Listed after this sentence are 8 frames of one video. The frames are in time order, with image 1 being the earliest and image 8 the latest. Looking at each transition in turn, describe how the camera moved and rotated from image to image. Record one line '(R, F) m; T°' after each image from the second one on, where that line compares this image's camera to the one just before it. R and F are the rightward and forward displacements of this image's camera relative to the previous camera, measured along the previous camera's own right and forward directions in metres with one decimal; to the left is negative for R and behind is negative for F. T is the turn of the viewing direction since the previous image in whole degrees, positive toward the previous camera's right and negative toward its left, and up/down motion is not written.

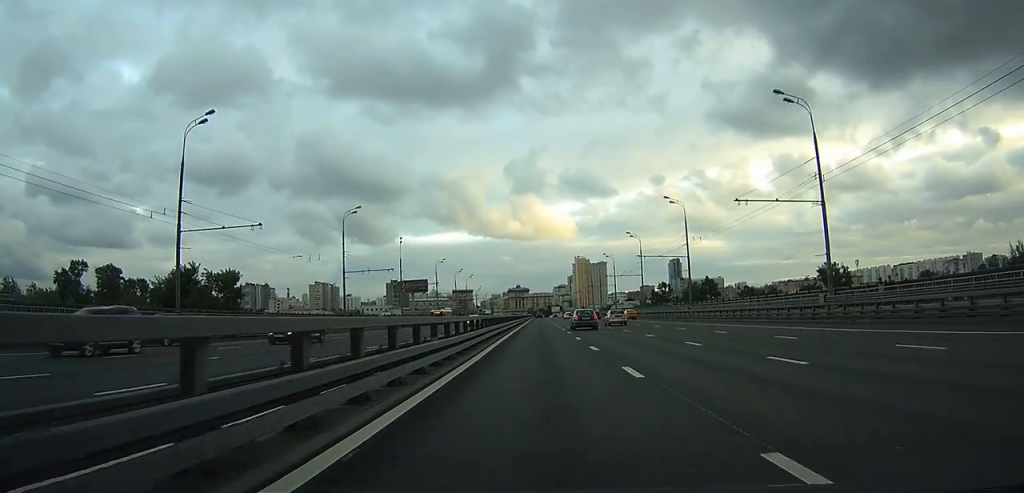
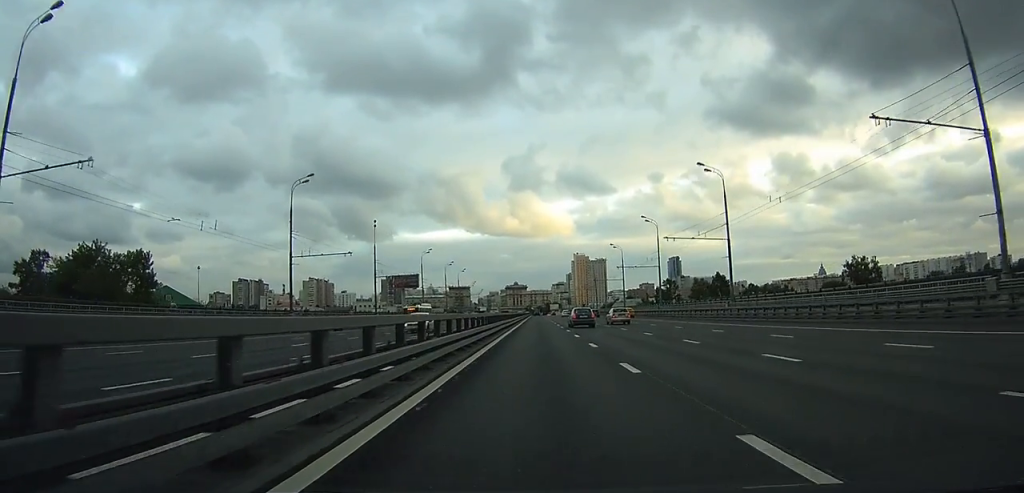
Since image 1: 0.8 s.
(0.0, +15.5) m; 0°
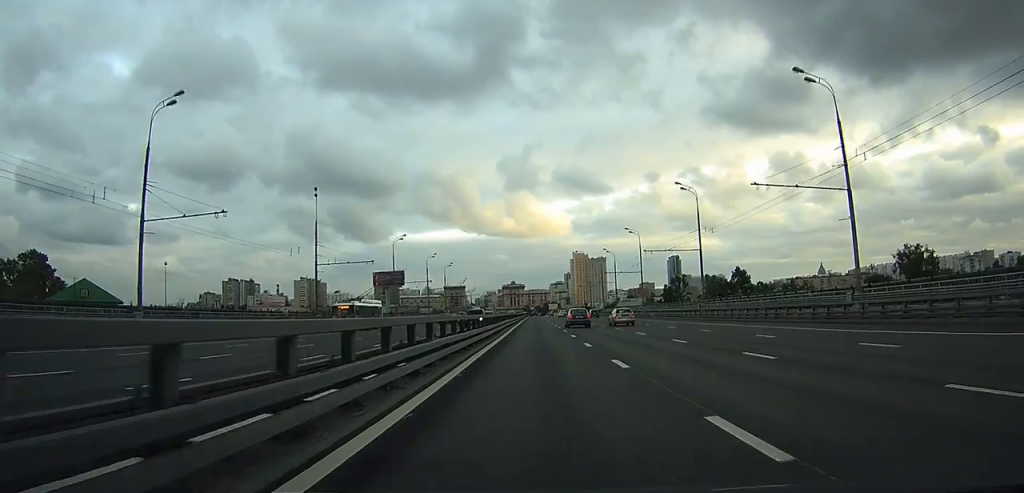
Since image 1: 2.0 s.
(0.0, +22.7) m; 0°
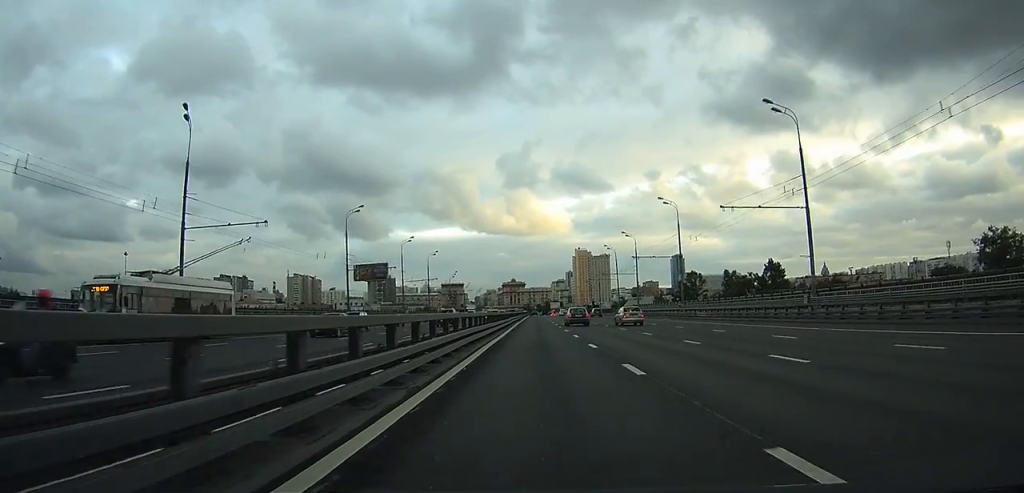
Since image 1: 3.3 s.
(-0.2, +25.7) m; -1°
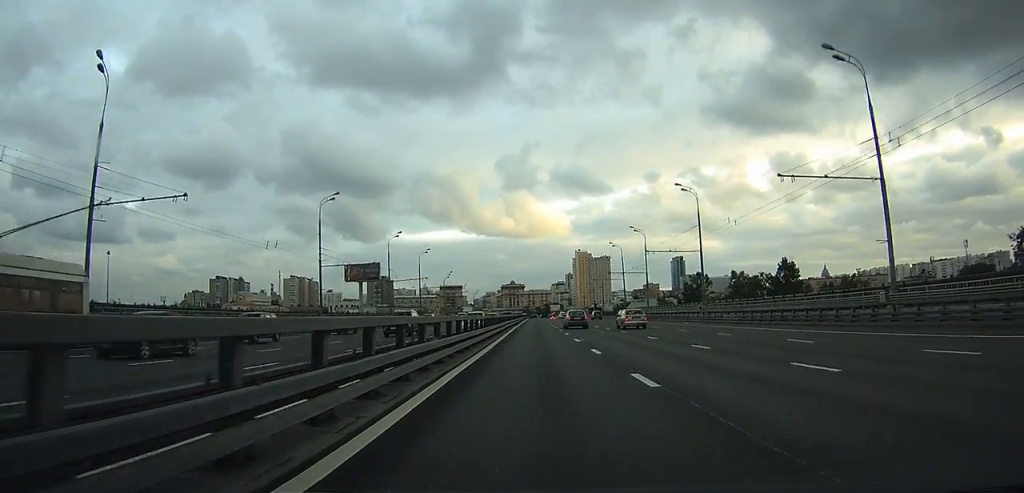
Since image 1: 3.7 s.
(0.0, +9.4) m; 0°
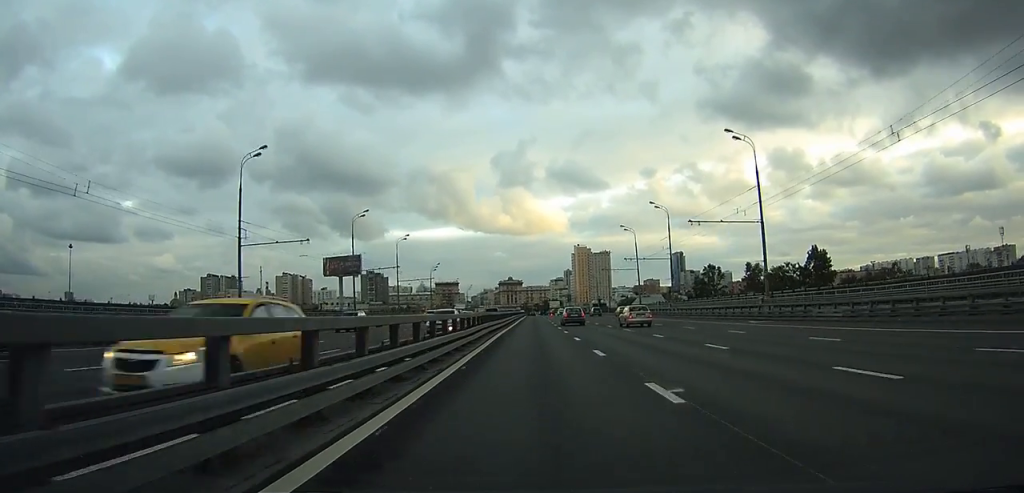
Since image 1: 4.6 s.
(0.0, +18.2) m; 0°
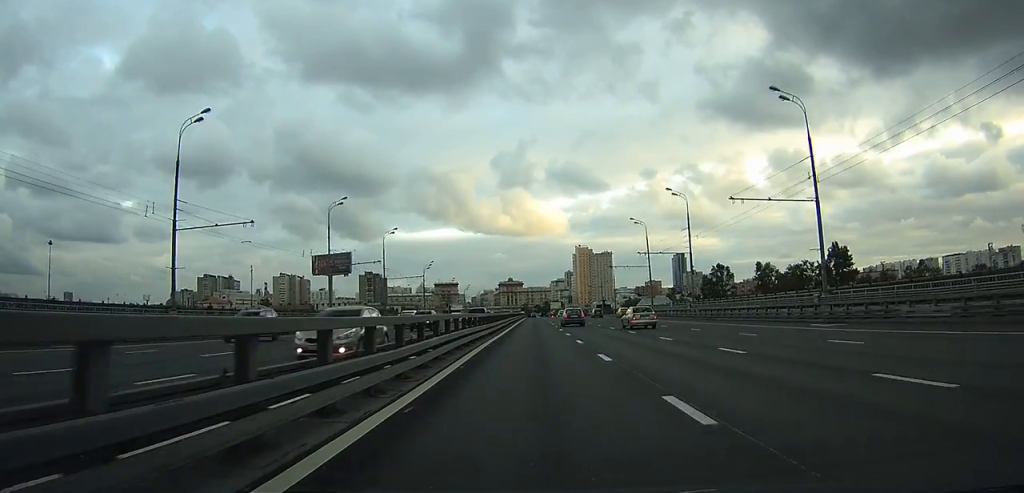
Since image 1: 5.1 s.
(0.0, +9.5) m; 0°
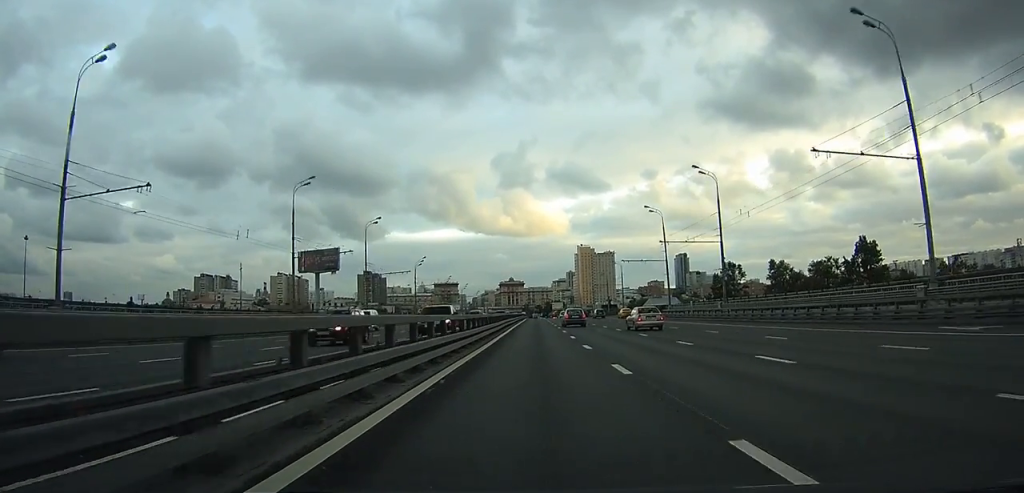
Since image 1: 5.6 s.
(0.0, +10.9) m; 0°
